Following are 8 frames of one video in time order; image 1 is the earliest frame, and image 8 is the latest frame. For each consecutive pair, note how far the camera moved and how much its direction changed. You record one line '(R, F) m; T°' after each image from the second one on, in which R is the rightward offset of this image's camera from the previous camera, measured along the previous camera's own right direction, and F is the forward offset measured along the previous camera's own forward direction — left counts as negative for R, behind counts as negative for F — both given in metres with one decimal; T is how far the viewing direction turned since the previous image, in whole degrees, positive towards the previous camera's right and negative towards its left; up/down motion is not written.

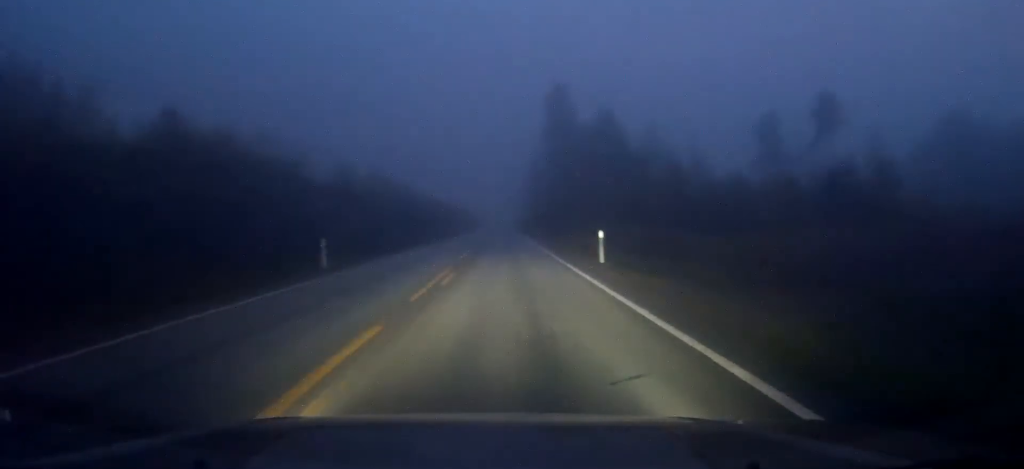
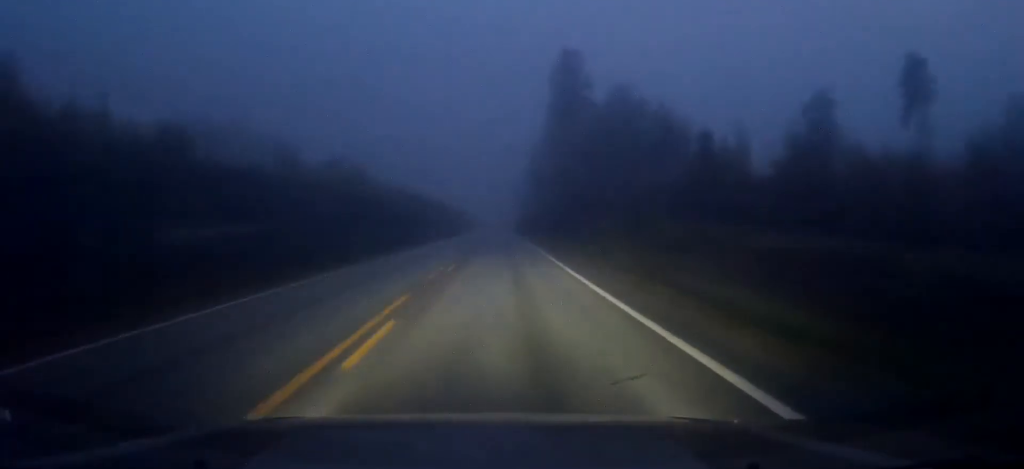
(+0.2, +20.7) m; 0°
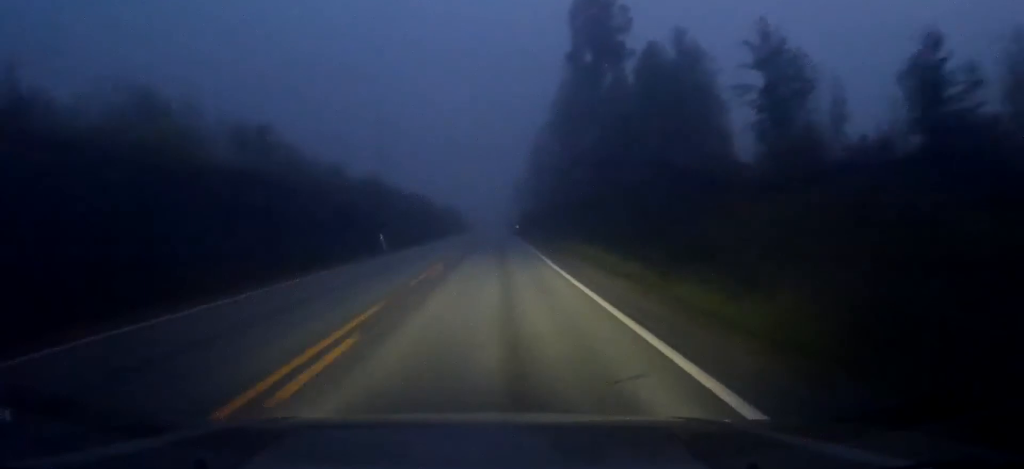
(0.0, +24.6) m; -1°
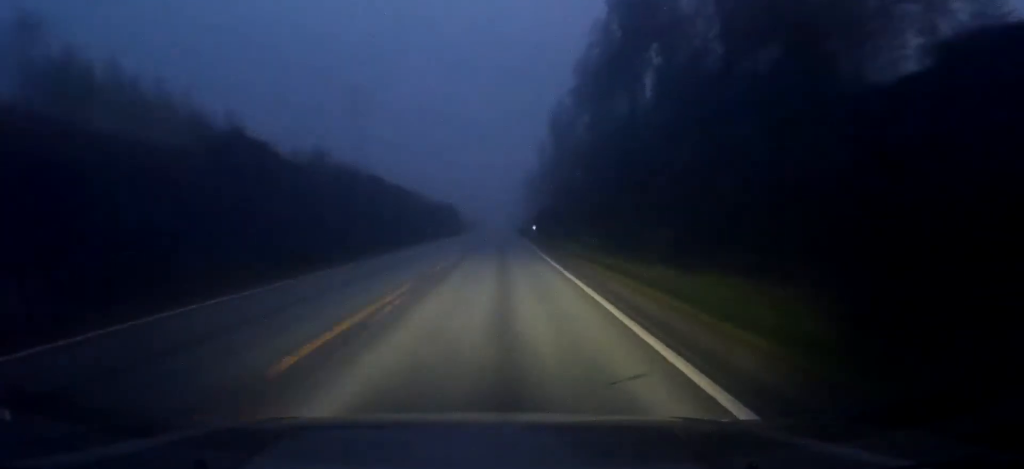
(-0.4, +32.2) m; -1°
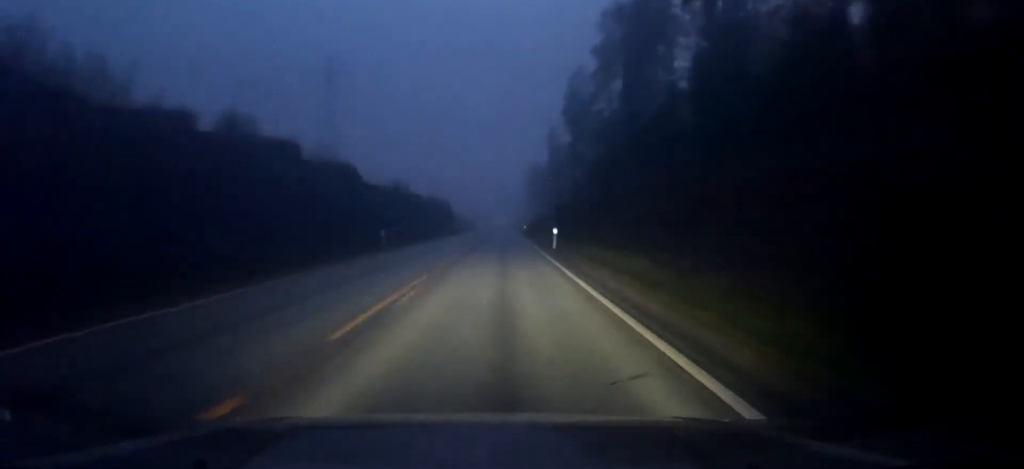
(0.0, +22.2) m; 0°
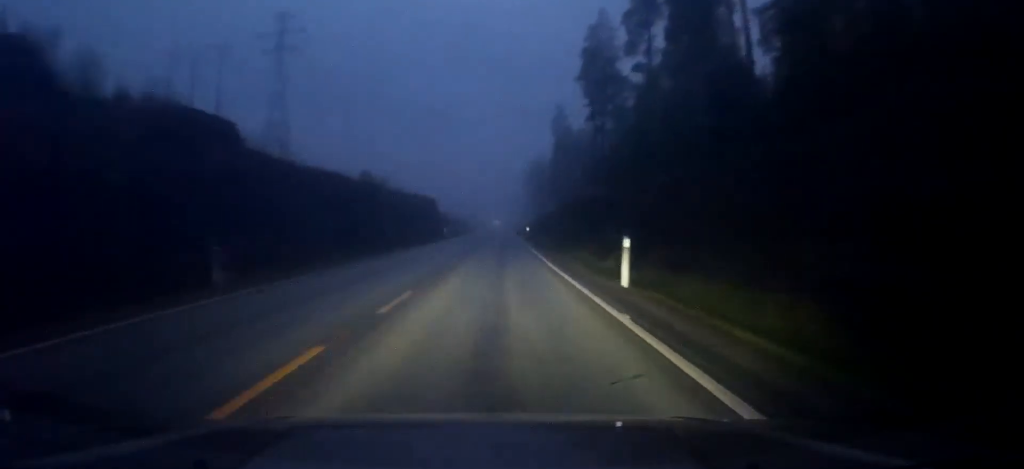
(+0.1, +22.3) m; 0°
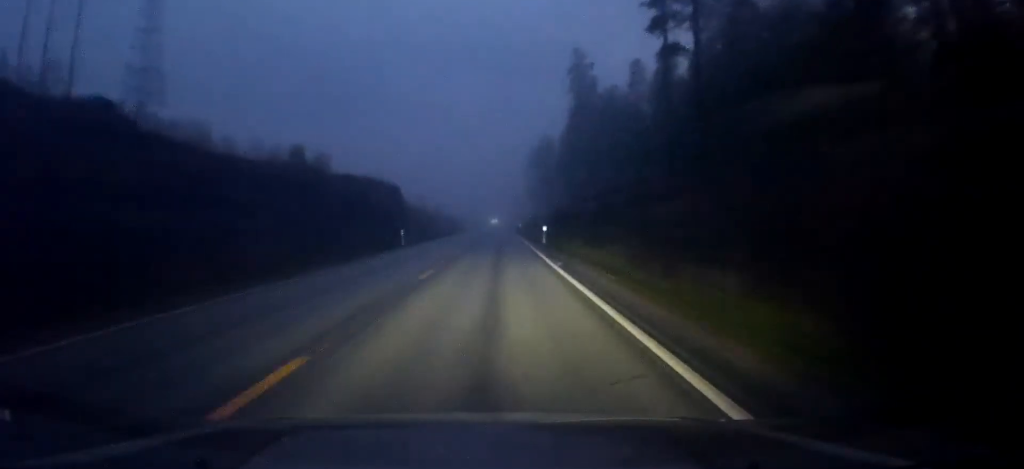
(+0.3, +30.6) m; +1°
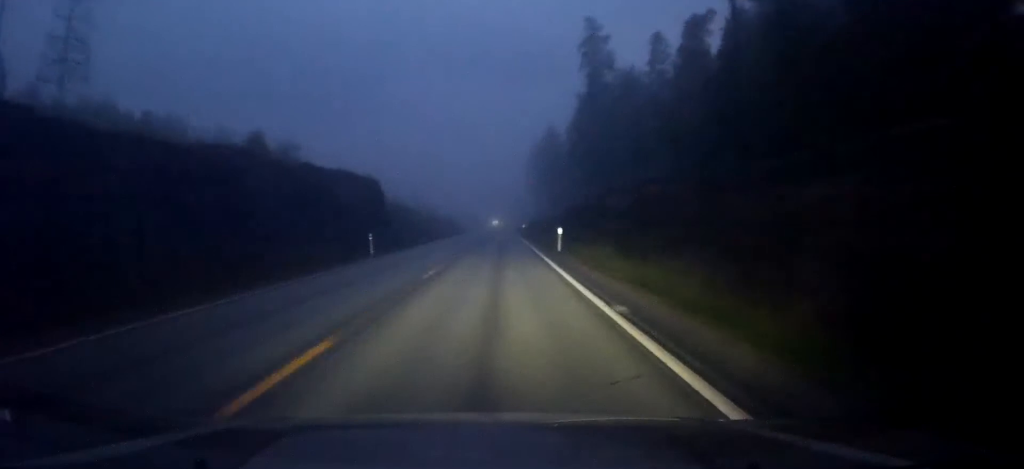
(+0.1, +11.1) m; 0°
